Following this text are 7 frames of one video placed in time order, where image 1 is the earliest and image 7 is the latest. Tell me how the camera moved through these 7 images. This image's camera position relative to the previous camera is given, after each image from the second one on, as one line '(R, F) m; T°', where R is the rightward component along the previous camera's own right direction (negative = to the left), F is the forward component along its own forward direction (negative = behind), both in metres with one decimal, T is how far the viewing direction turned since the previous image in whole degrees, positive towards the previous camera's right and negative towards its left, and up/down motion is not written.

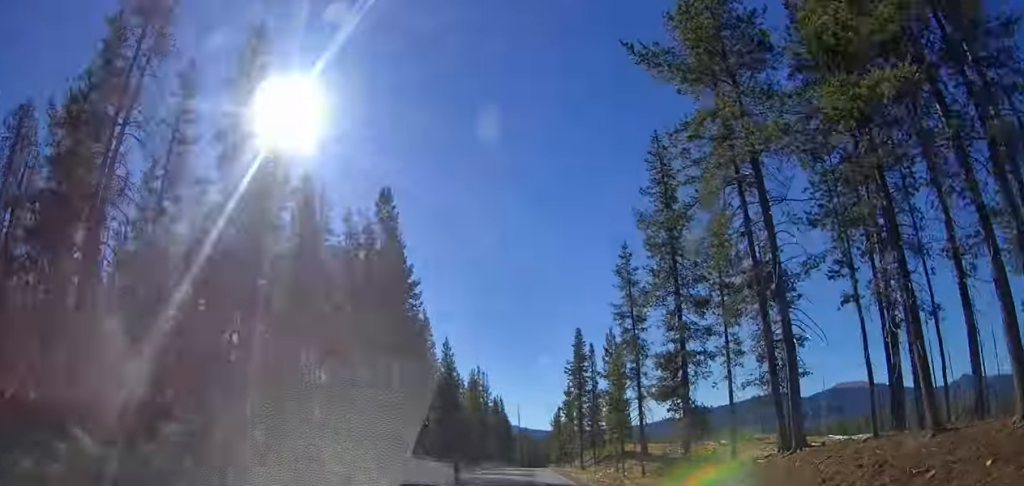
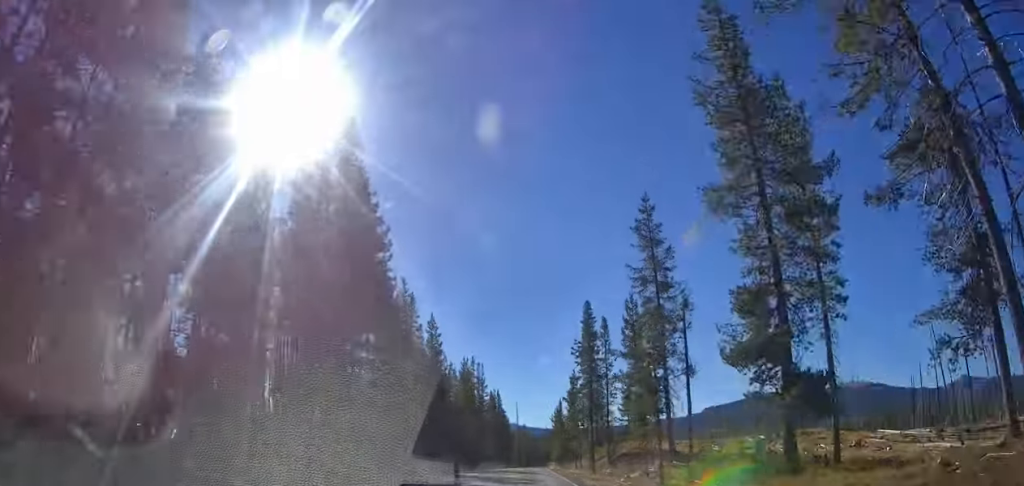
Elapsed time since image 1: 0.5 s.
(+0.1, +10.6) m; +2°
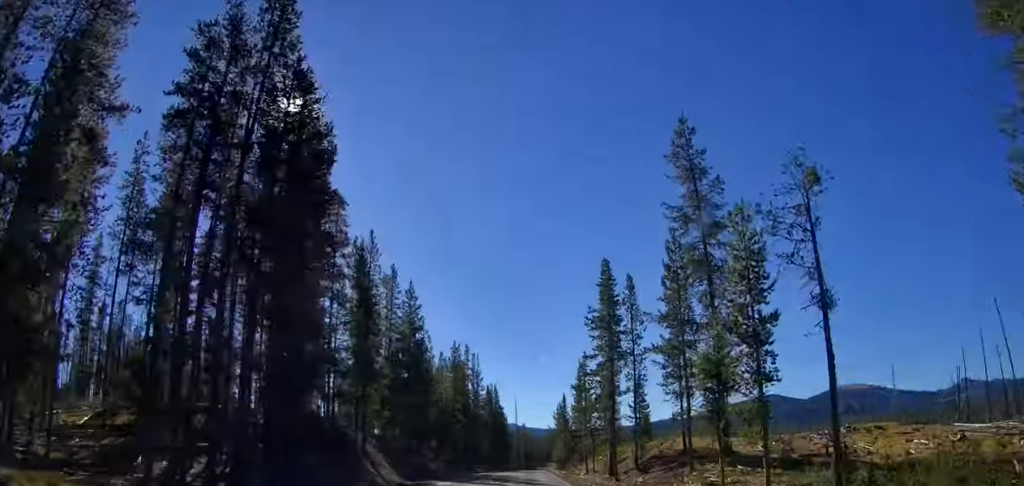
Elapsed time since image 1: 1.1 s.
(+0.4, +11.9) m; 0°
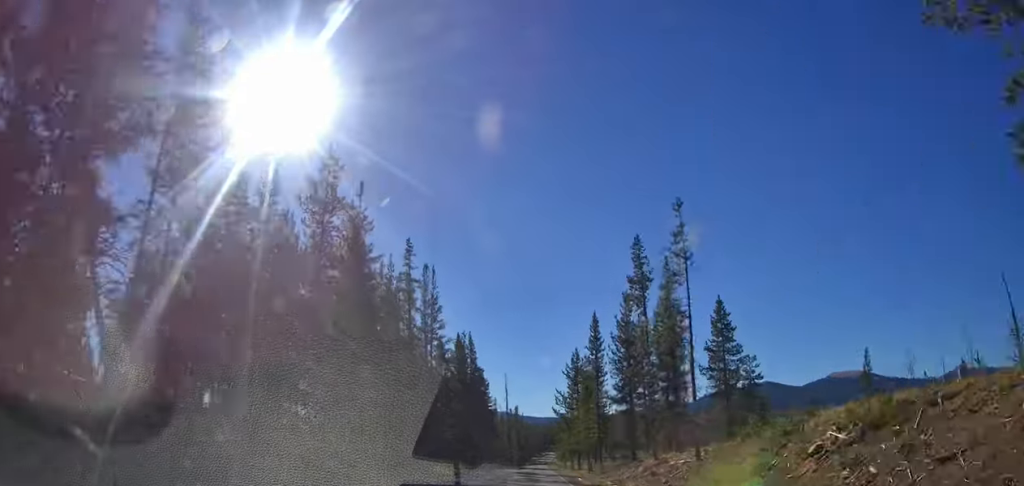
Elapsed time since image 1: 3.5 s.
(-0.5, +48.3) m; +1°
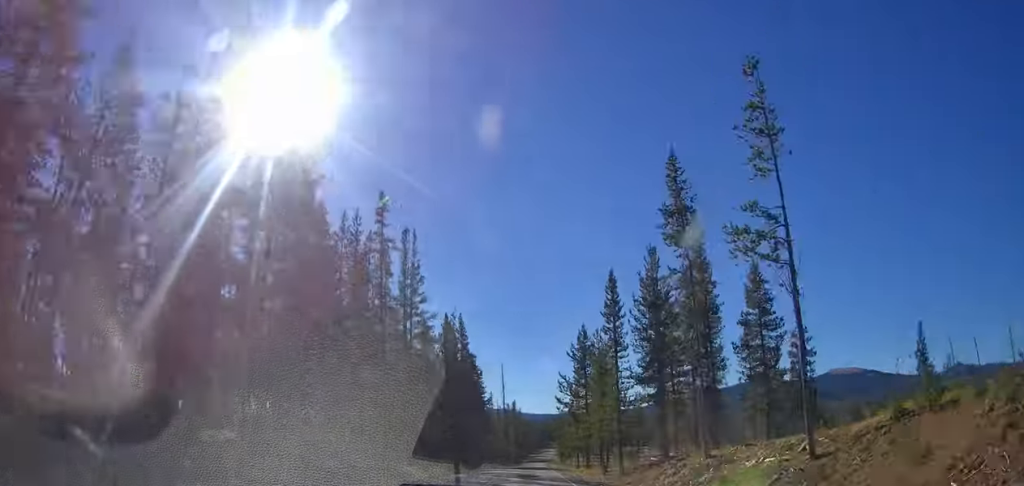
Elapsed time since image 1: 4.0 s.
(+0.2, +10.3) m; 0°
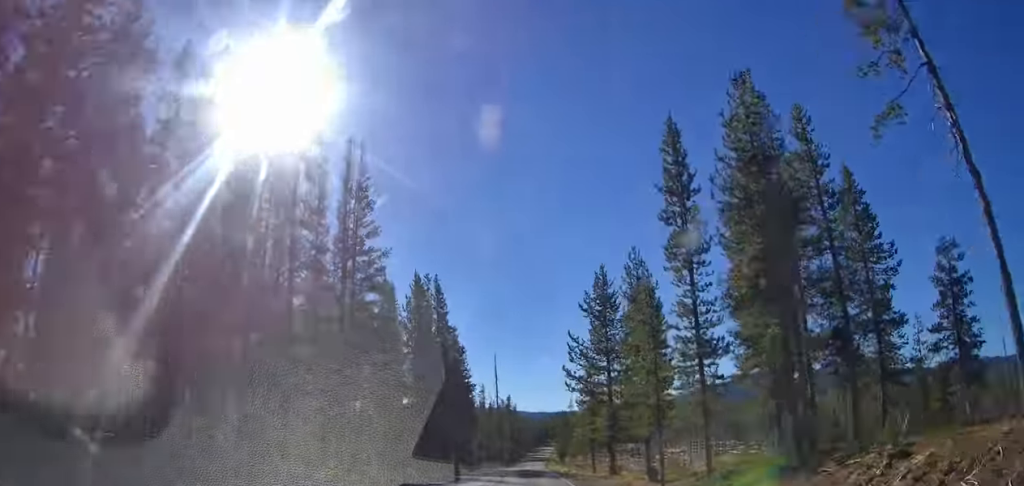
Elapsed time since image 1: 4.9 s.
(+0.1, +17.2) m; 0°
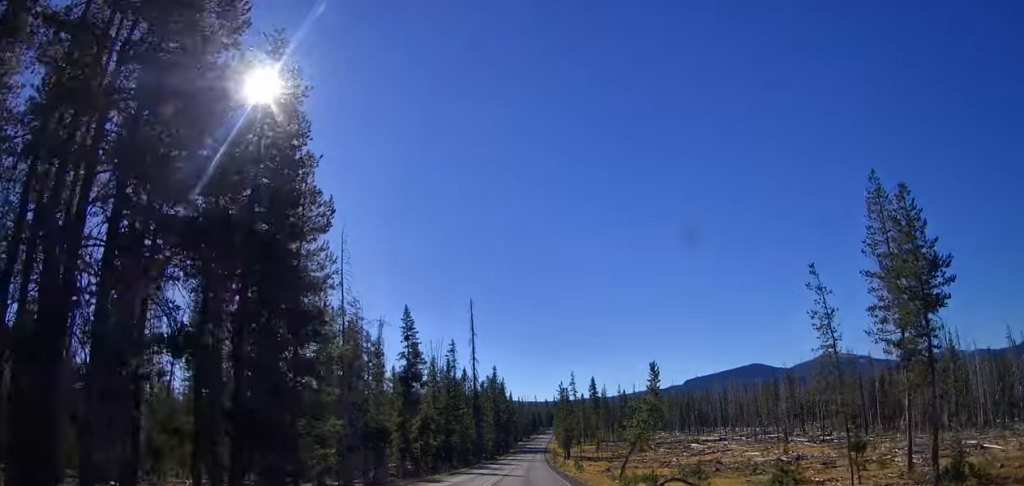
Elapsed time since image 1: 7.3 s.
(+0.3, +51.2) m; +2°
